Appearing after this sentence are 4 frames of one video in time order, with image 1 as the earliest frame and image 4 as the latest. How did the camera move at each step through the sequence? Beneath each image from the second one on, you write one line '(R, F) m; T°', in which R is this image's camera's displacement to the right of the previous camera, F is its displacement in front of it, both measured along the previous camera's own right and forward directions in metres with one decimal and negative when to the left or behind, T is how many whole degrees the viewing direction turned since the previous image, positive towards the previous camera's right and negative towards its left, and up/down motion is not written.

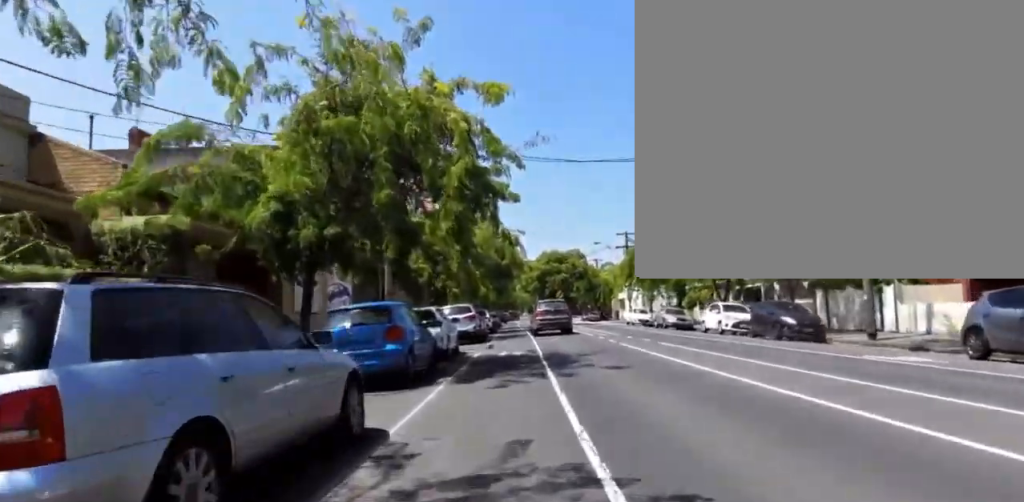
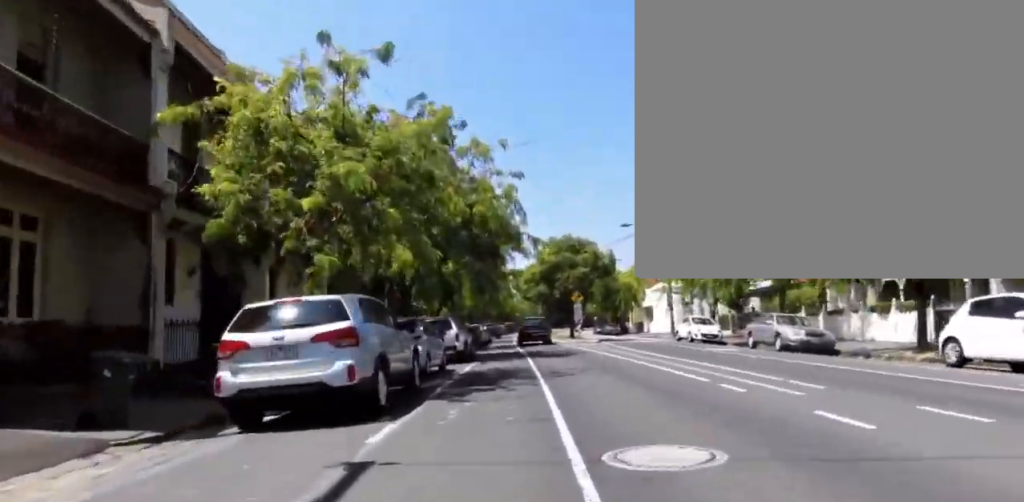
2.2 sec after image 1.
(+0.6, +17.4) m; +2°
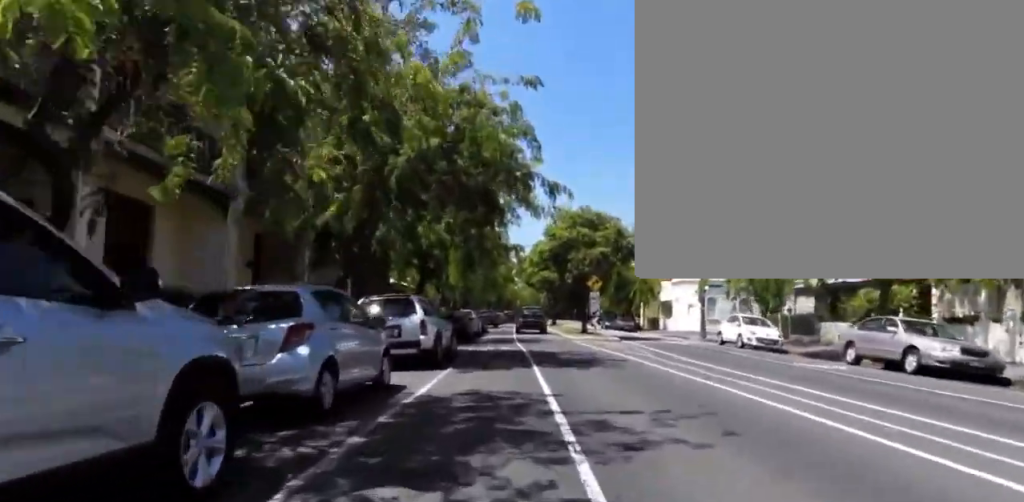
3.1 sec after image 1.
(0.0, +7.2) m; 0°
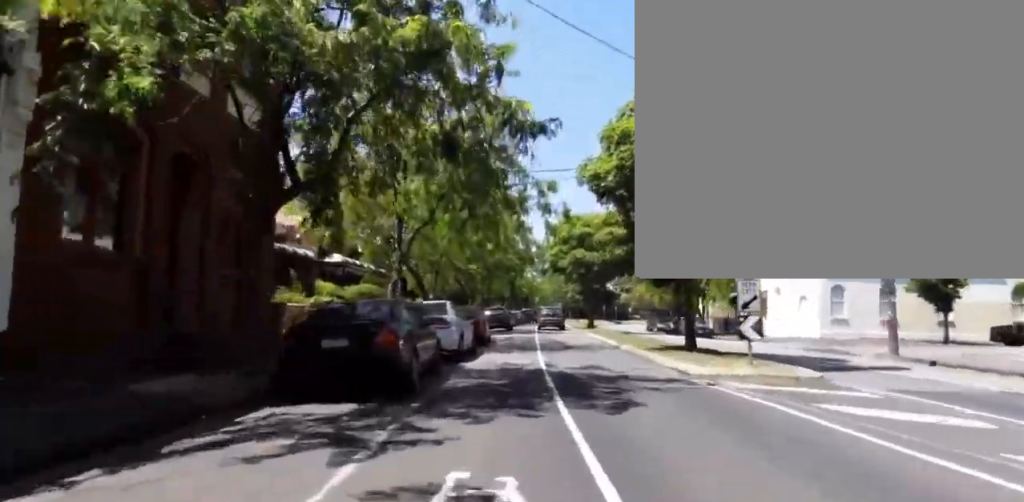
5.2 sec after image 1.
(0.0, +16.5) m; 0°
